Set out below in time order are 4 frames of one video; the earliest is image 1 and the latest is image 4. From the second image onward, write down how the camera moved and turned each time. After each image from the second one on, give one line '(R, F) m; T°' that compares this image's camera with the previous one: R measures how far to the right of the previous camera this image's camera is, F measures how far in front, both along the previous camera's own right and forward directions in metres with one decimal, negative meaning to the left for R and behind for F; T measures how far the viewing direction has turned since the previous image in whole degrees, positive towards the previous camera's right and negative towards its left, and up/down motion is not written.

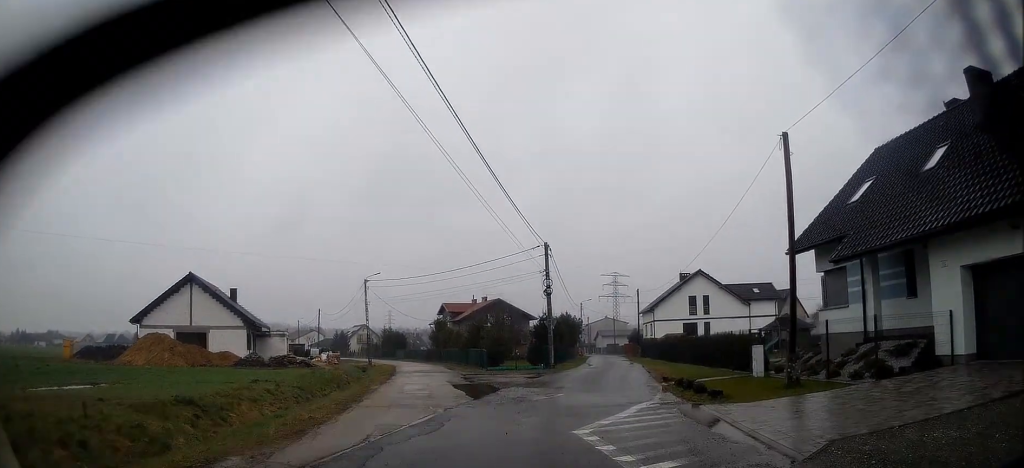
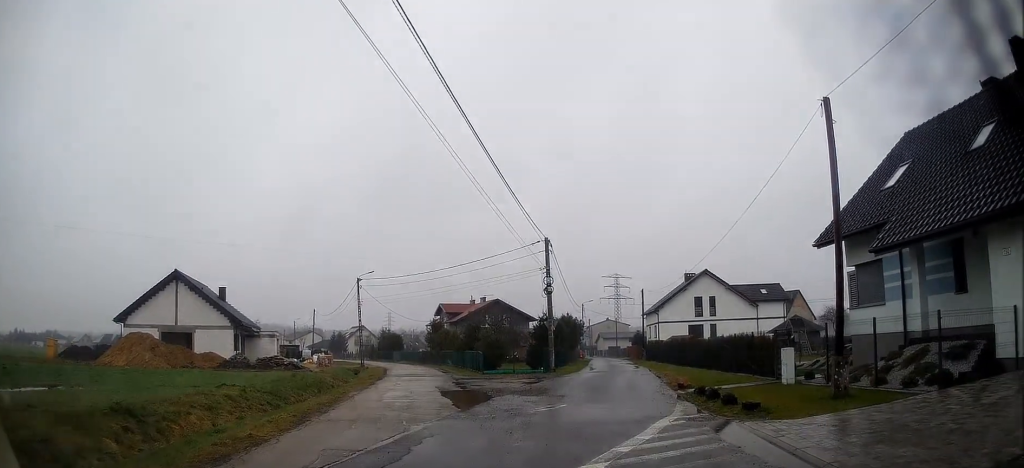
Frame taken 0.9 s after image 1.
(-0.1, +2.5) m; 0°
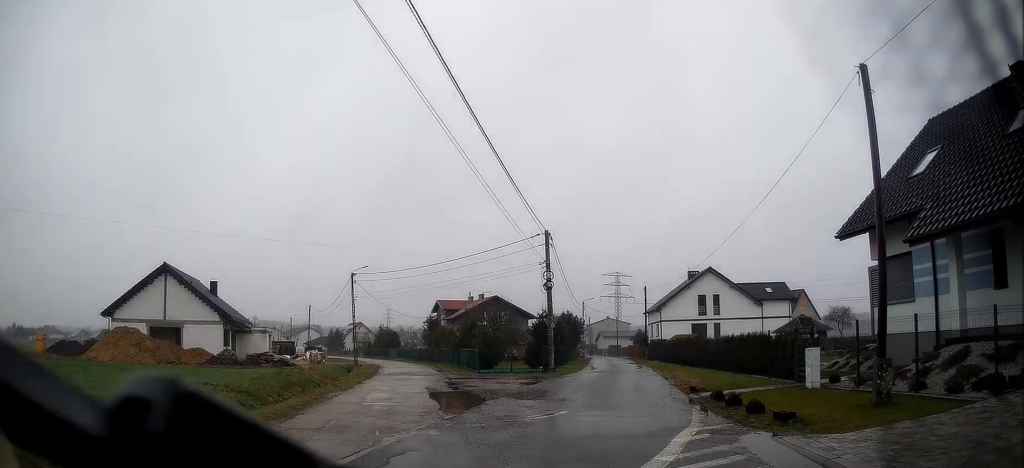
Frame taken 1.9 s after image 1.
(+0.1, +2.2) m; +2°
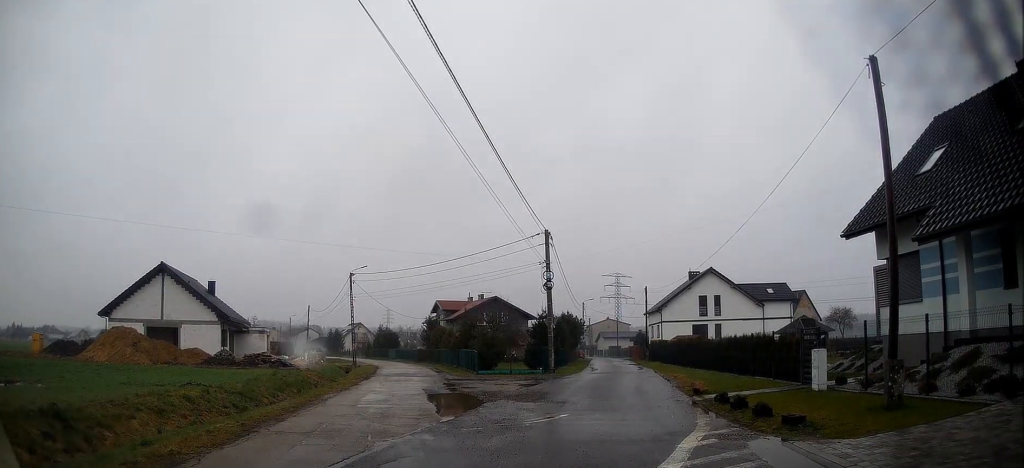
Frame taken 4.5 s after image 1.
(+0.1, +1.1) m; 0°
